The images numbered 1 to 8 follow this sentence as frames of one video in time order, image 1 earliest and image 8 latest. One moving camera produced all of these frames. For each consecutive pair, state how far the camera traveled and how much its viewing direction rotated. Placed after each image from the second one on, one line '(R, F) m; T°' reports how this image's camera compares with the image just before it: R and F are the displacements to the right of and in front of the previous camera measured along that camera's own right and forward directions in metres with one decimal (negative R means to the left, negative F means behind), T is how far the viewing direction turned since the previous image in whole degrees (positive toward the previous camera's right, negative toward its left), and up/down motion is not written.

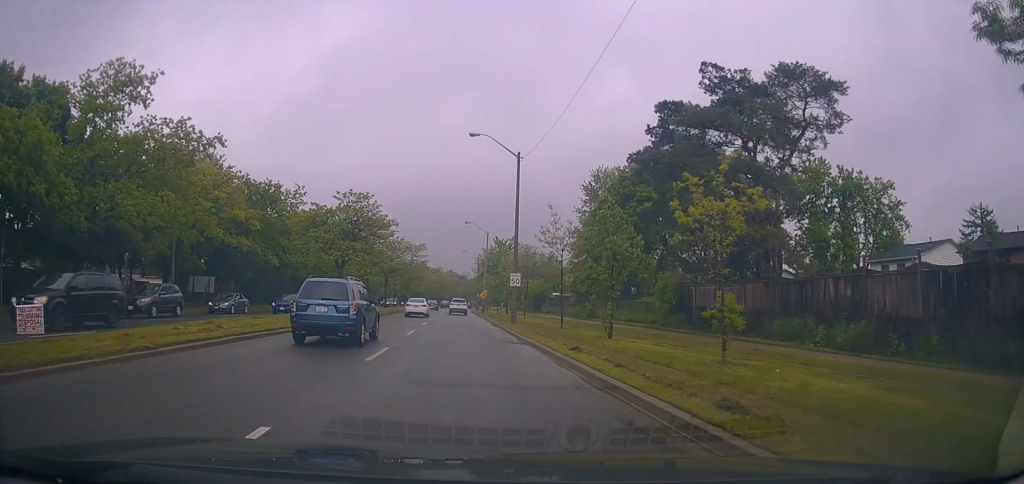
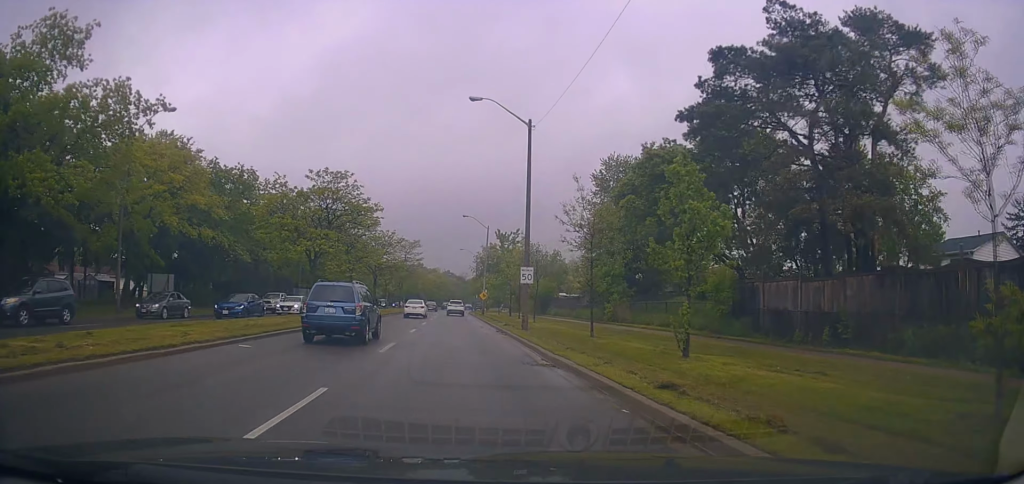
(+0.5, +6.5) m; +1°
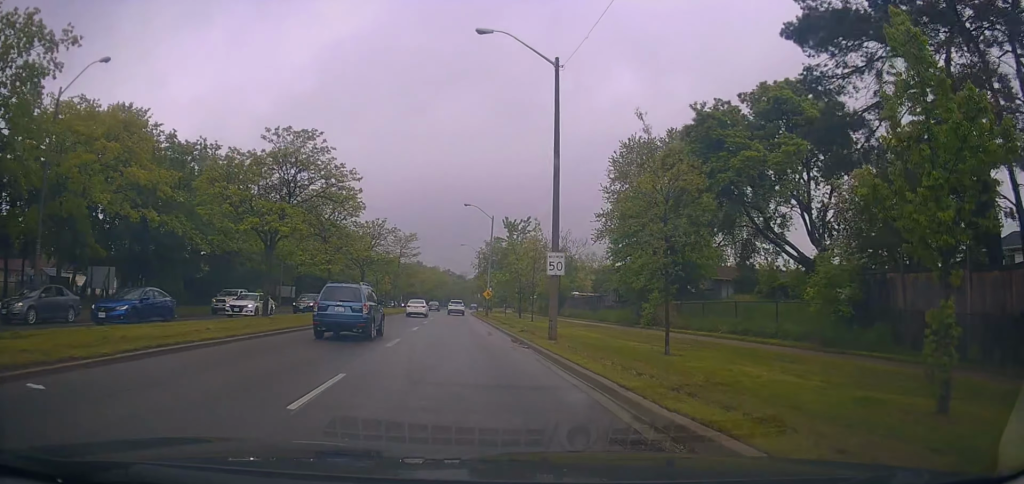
(0.0, +7.3) m; 0°
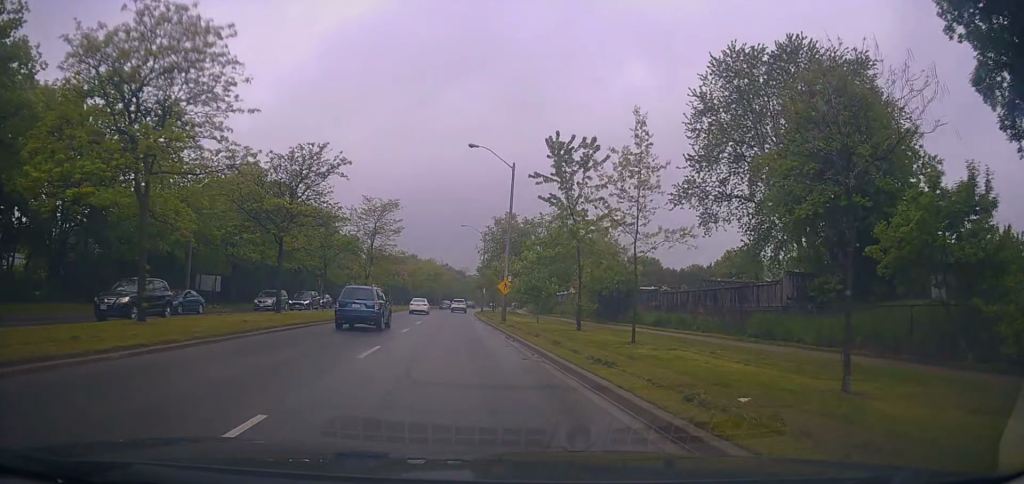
(-0.1, +22.3) m; 0°
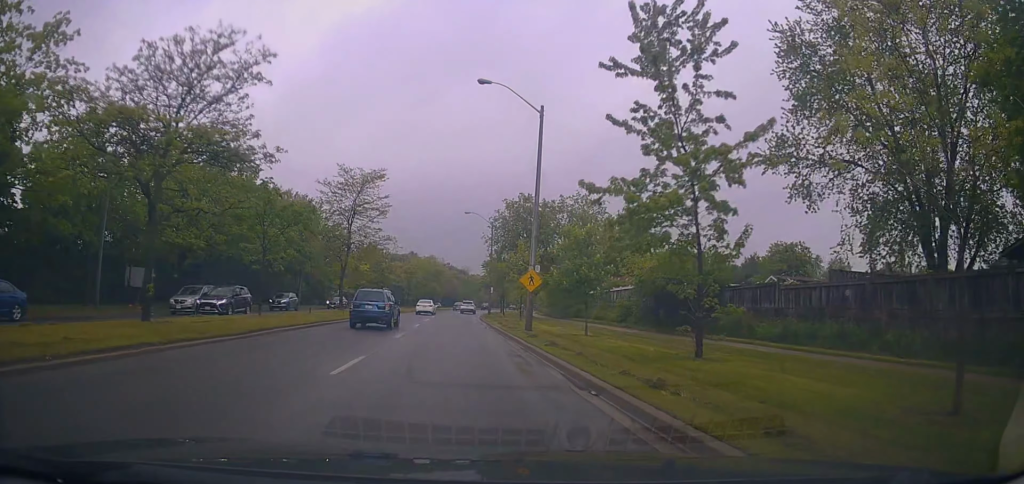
(-0.1, +11.5) m; -2°
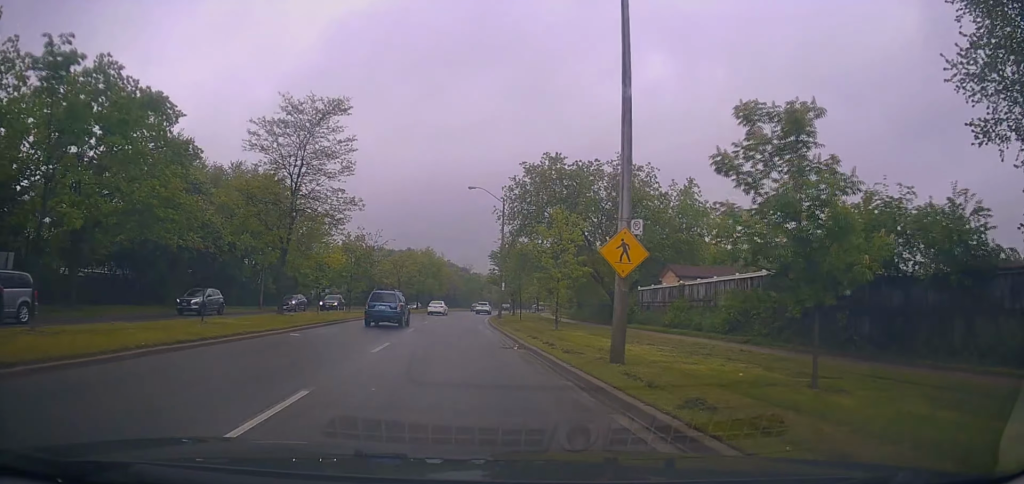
(-0.3, +13.8) m; -1°
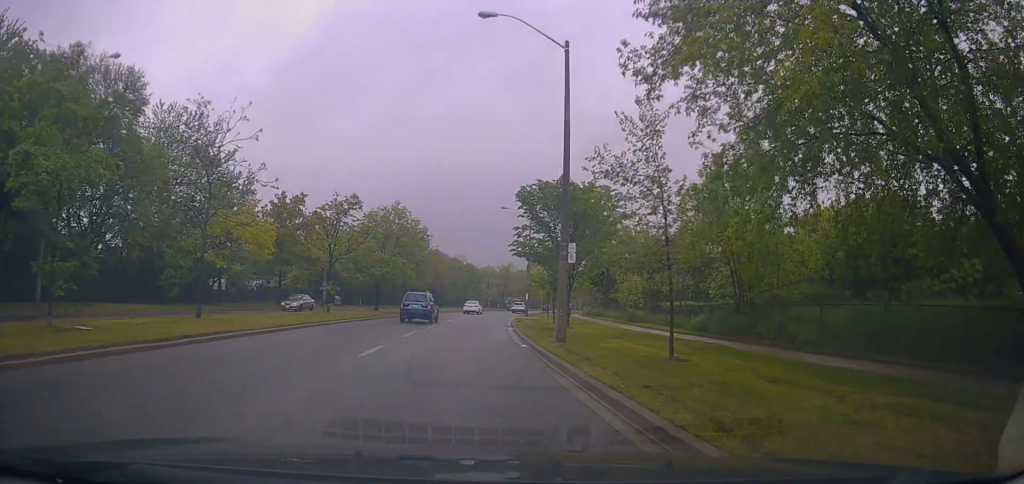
(+0.2, +30.6) m; +2°
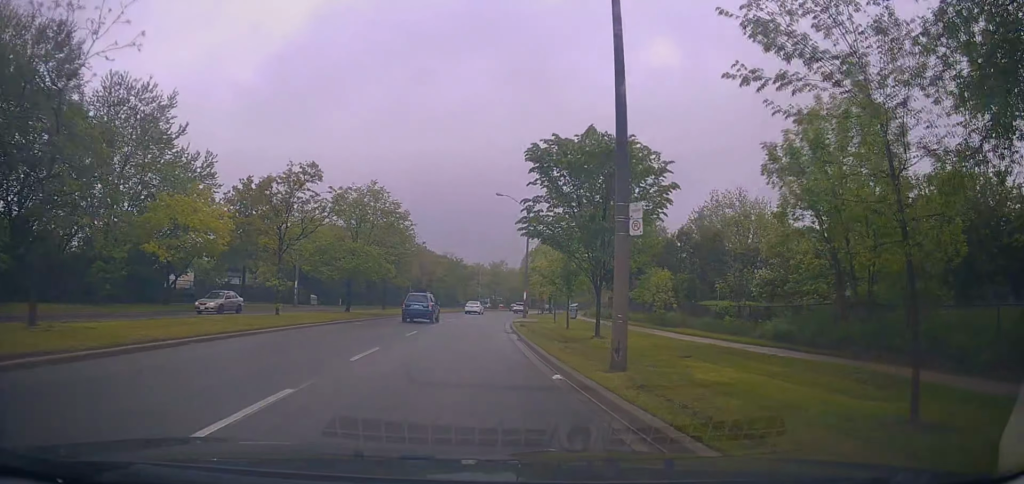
(+0.2, +7.2) m; +1°
